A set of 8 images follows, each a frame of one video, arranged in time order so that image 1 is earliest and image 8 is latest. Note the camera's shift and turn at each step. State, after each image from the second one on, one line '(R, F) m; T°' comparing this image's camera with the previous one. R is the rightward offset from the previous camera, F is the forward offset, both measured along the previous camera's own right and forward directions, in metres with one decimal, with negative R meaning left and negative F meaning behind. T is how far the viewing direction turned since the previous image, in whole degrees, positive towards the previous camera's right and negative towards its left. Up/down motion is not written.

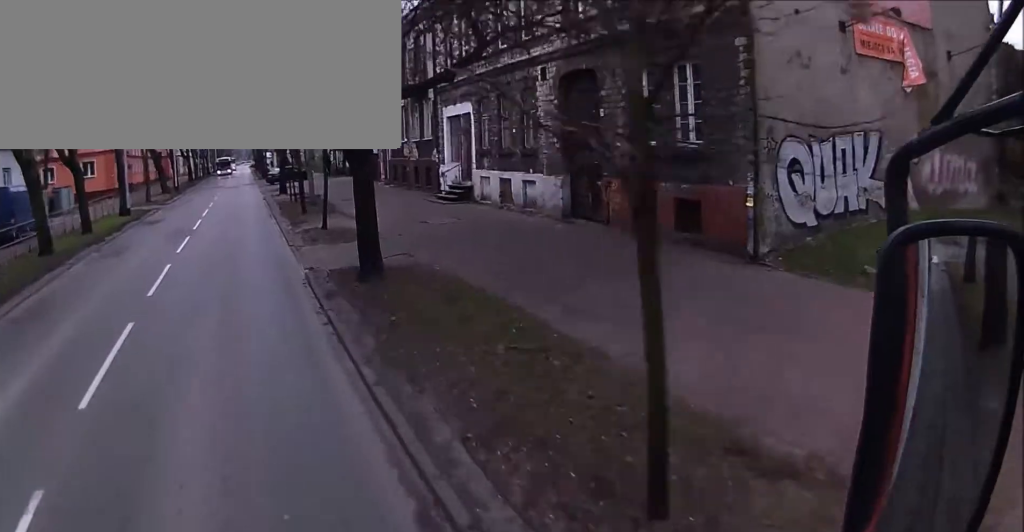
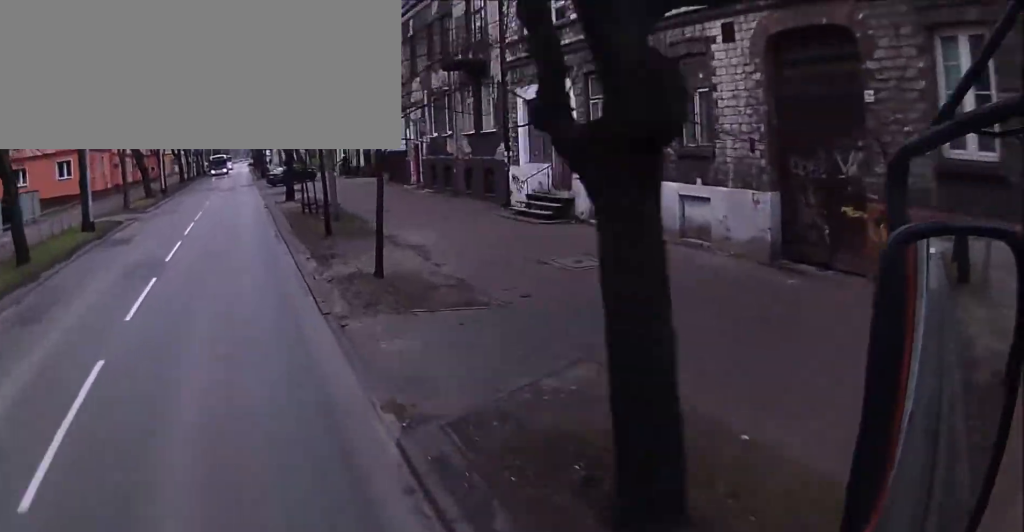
(0.0, +8.5) m; -1°
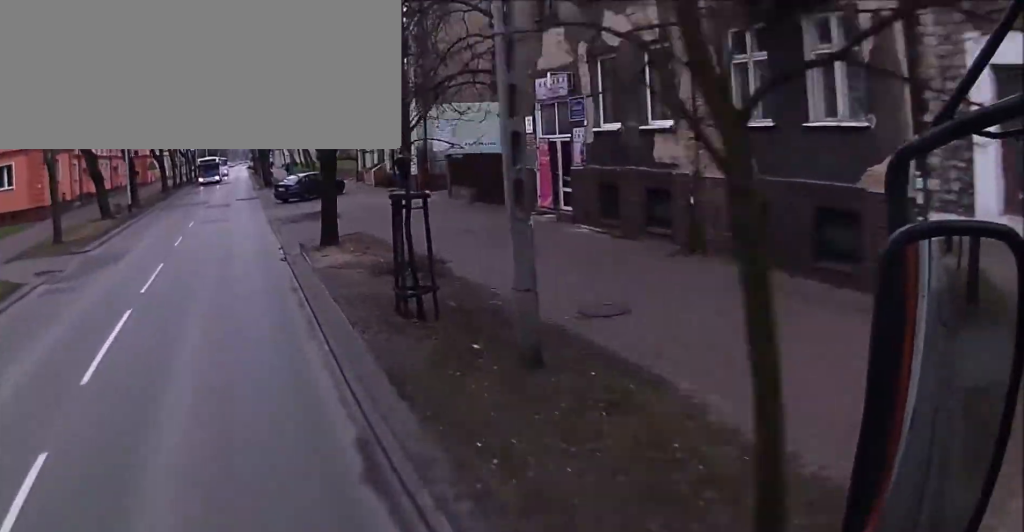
(-0.4, +15.4) m; 0°
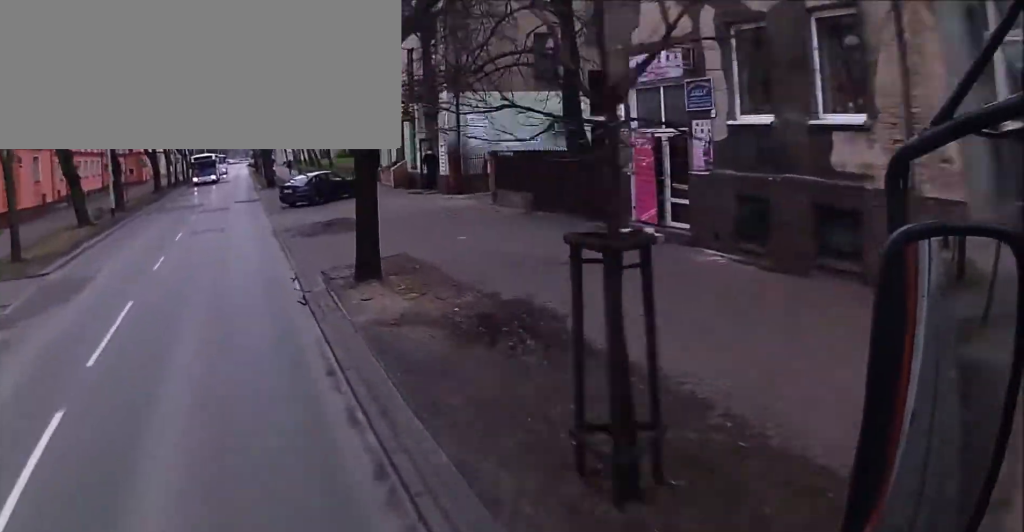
(-0.1, +5.2) m; +1°
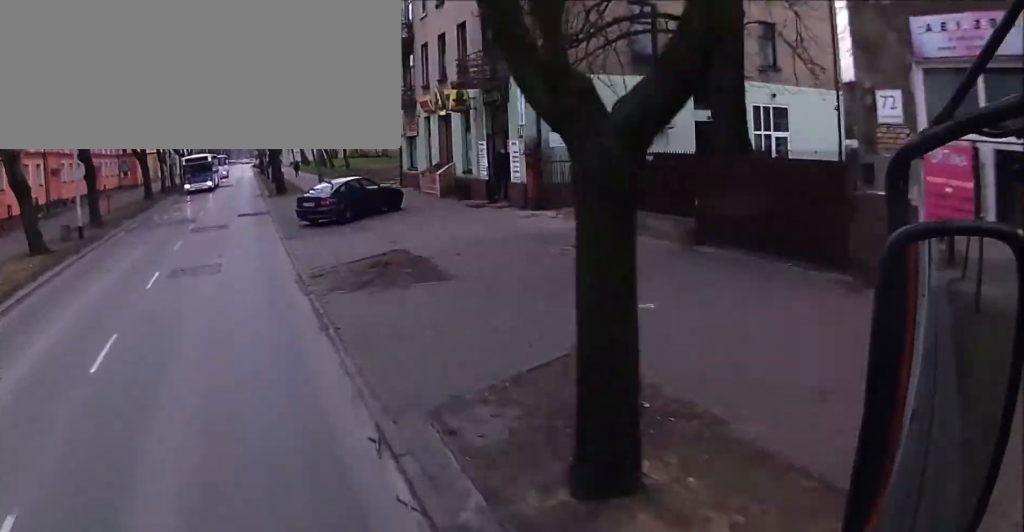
(+0.3, +7.9) m; 0°
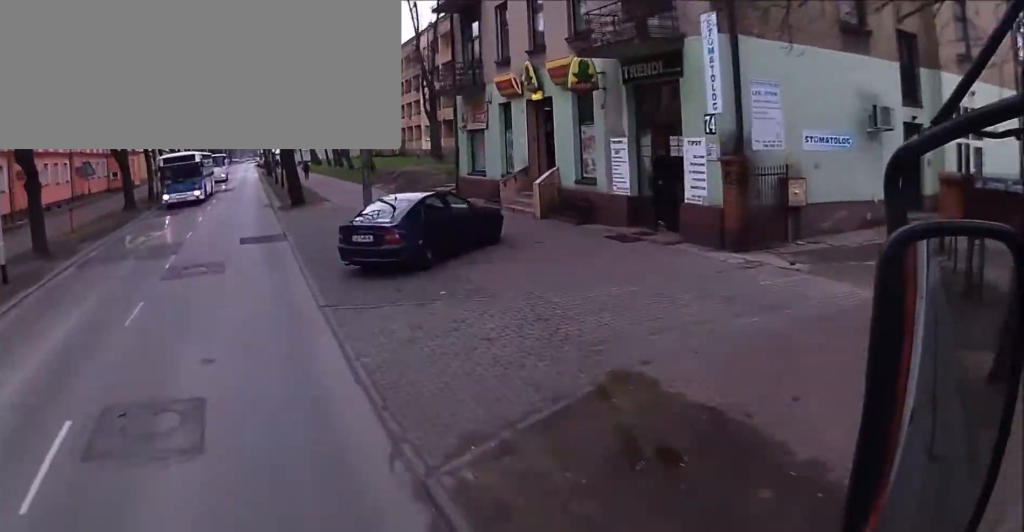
(+0.1, +9.7) m; -1°
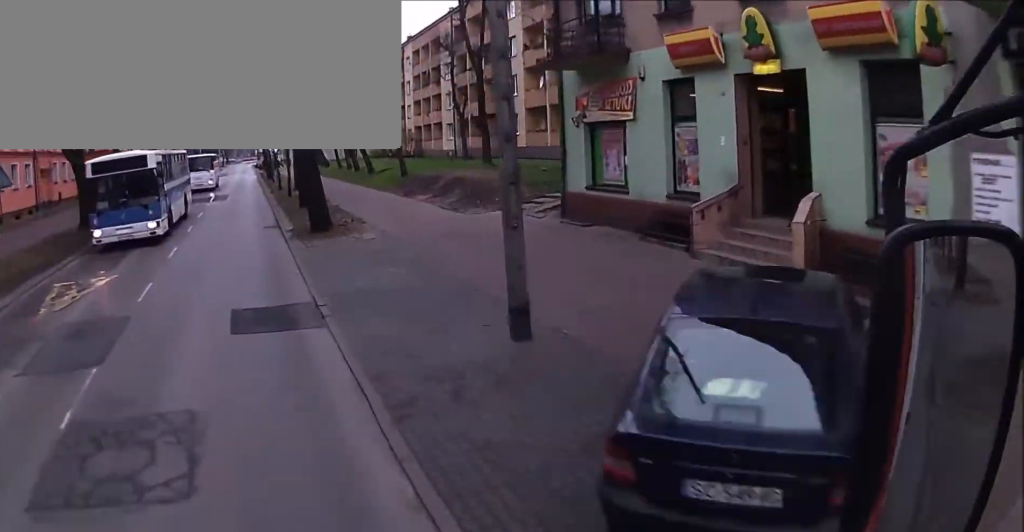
(-0.3, +10.6) m; -2°
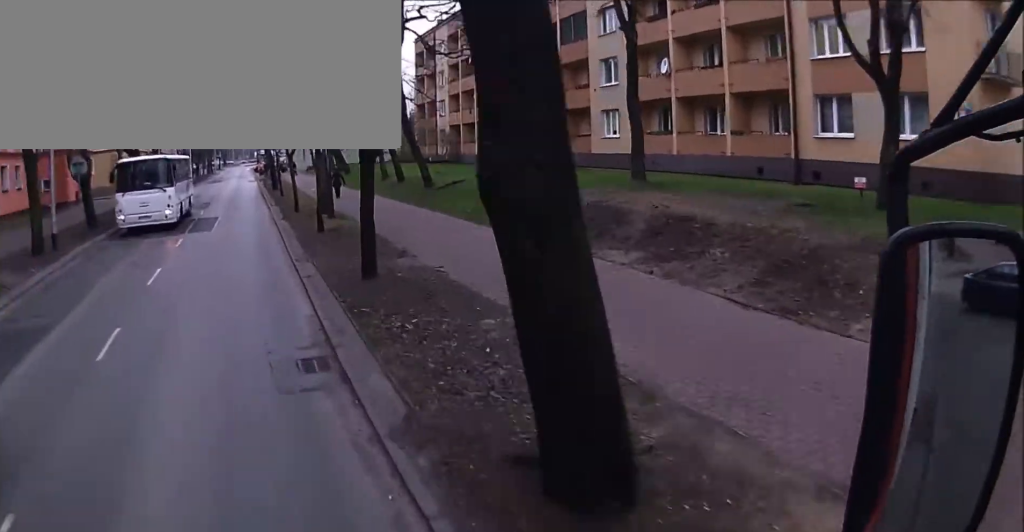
(0.0, +15.9) m; -1°
